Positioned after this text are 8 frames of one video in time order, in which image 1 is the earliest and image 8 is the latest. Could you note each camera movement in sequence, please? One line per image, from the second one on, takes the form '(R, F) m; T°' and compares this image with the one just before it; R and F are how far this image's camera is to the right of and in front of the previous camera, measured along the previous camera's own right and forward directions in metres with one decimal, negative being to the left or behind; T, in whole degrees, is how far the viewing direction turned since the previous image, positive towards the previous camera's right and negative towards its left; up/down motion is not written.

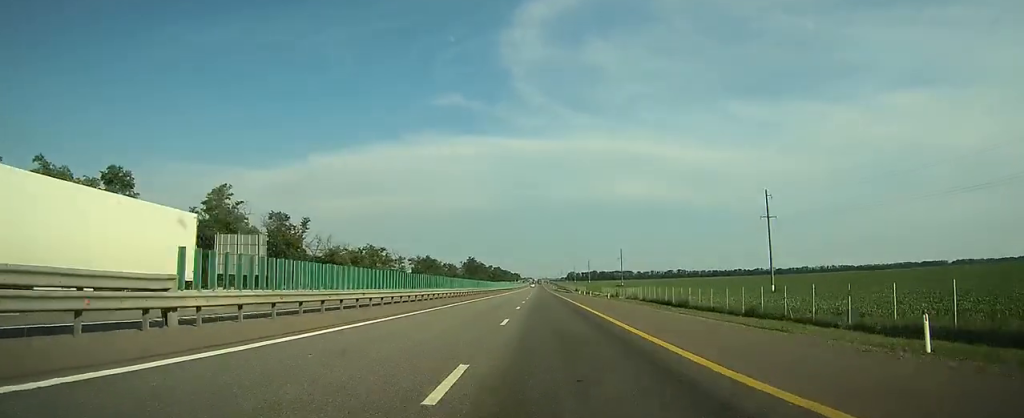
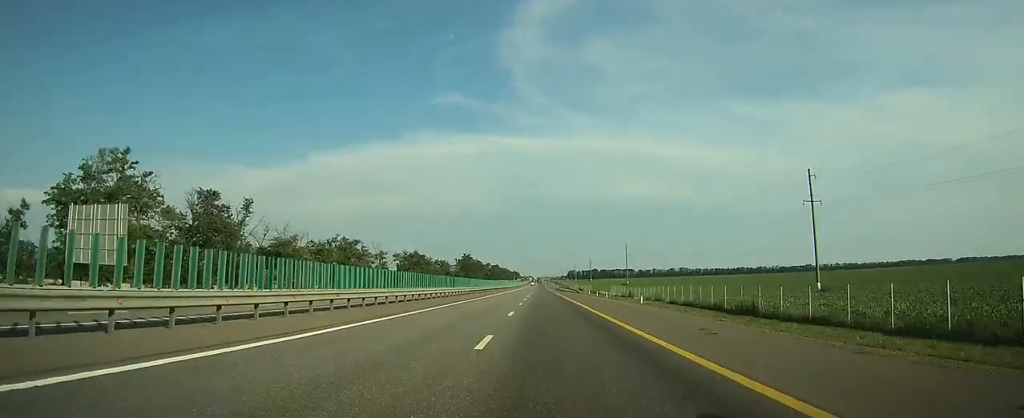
(0.0, +18.9) m; 0°
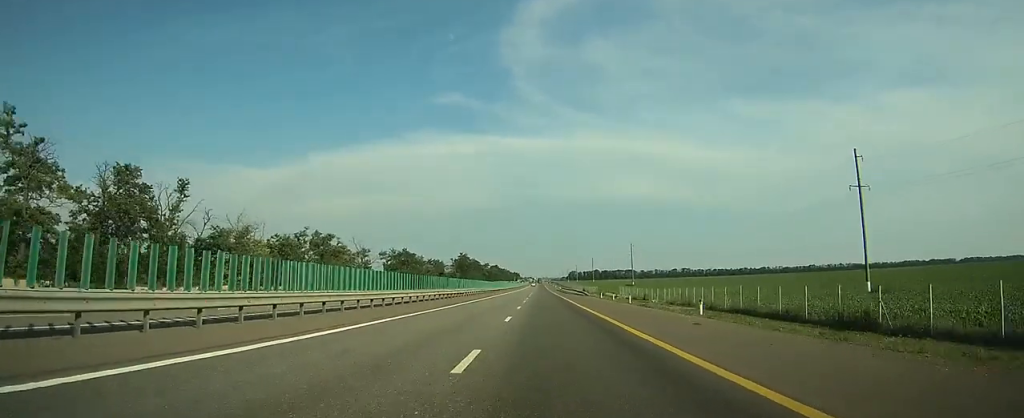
(0.0, +14.8) m; 0°
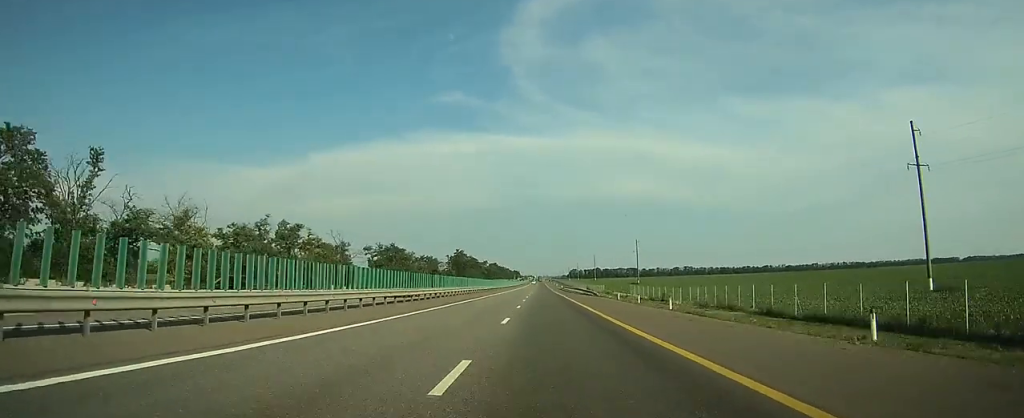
(0.0, +13.8) m; 0°
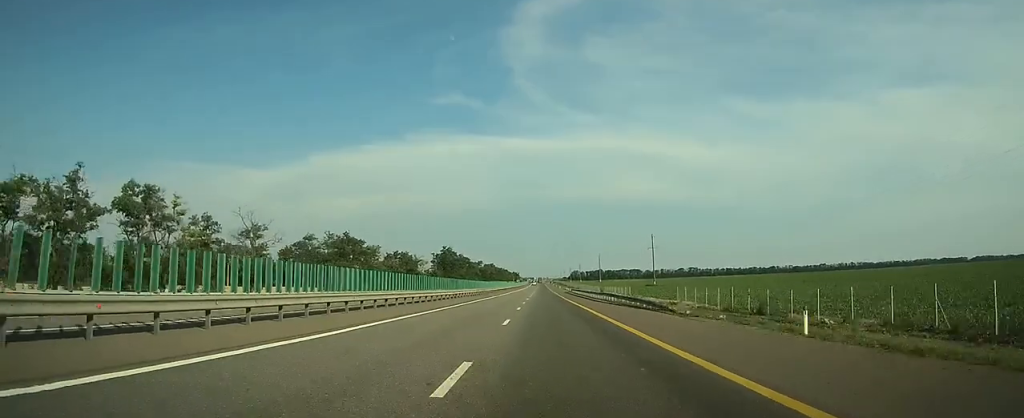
(0.0, +36.2) m; 0°
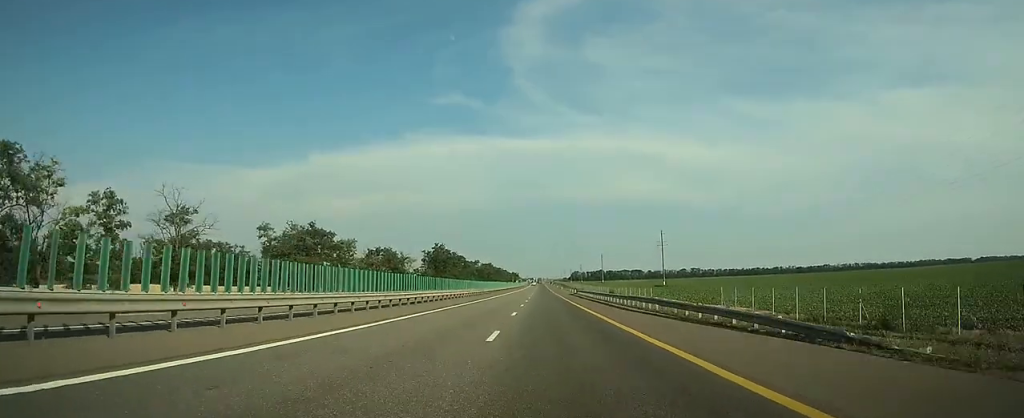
(0.0, +17.5) m; 0°
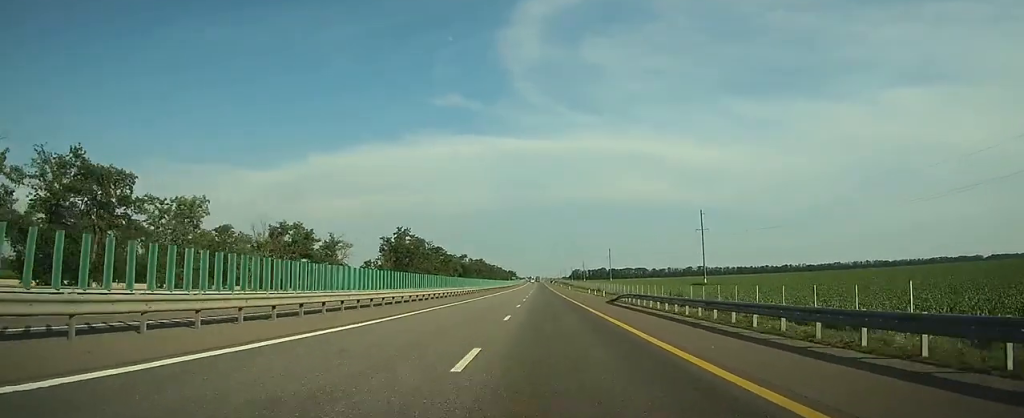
(-0.1, +53.2) m; 0°
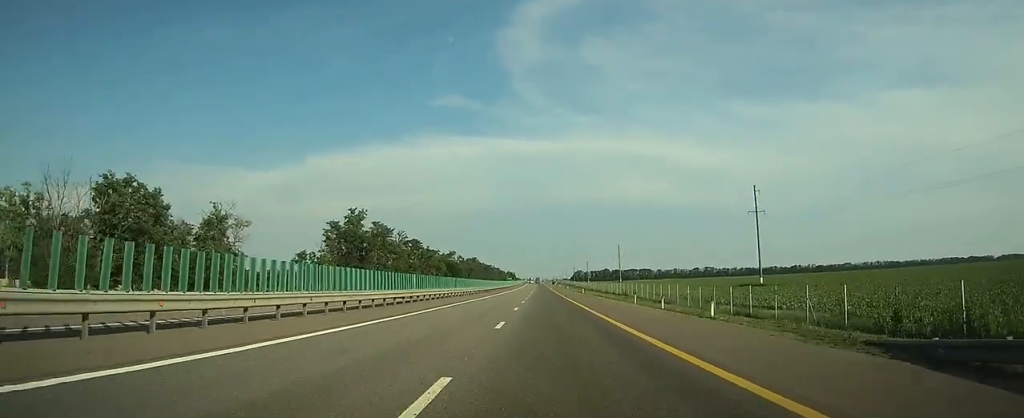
(0.0, +39.6) m; 0°
